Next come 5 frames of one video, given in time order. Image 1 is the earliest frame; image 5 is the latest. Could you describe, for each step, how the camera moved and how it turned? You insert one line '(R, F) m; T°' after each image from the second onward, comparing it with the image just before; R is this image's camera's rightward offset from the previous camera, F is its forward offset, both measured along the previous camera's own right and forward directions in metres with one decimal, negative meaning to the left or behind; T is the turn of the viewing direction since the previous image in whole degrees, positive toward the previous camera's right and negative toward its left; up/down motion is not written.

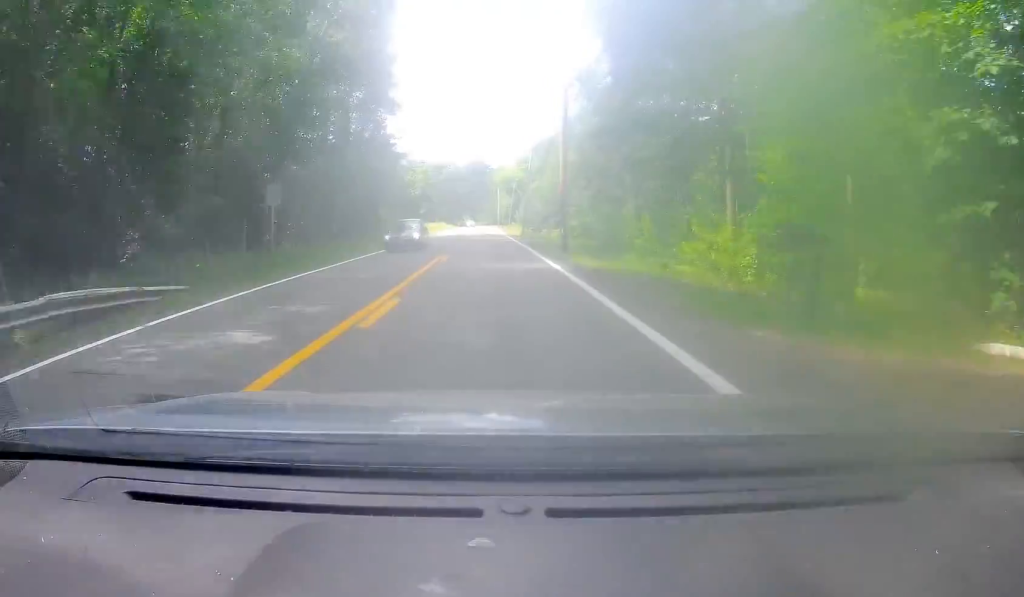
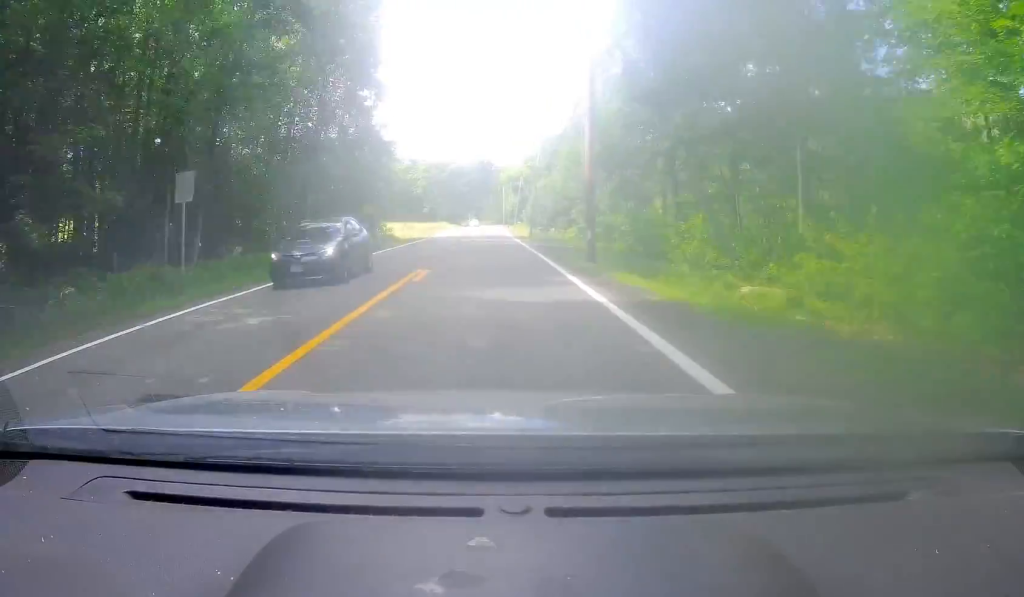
(0.0, +8.4) m; 0°
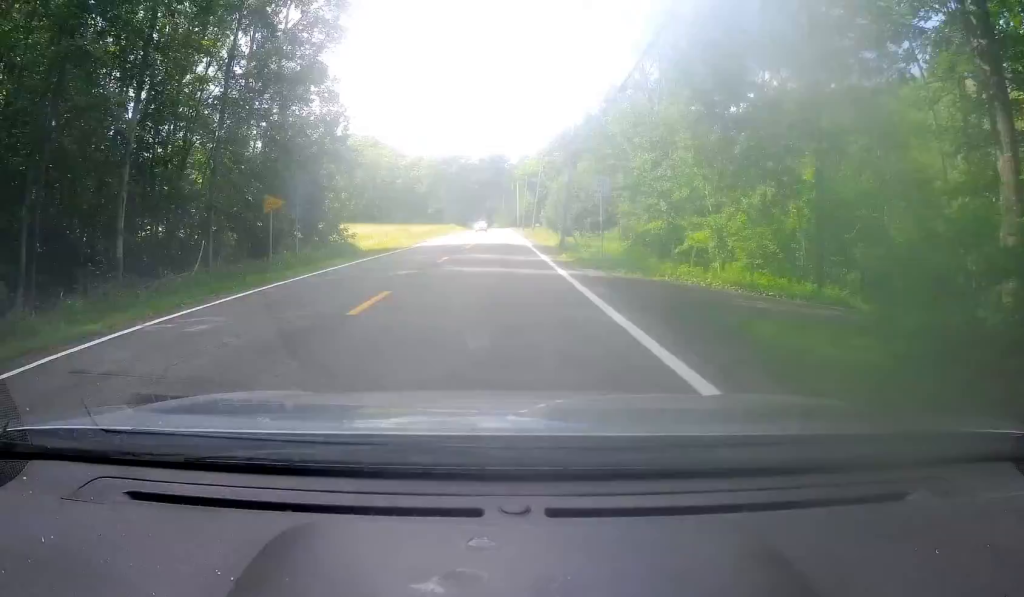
(-0.2, +20.1) m; -1°
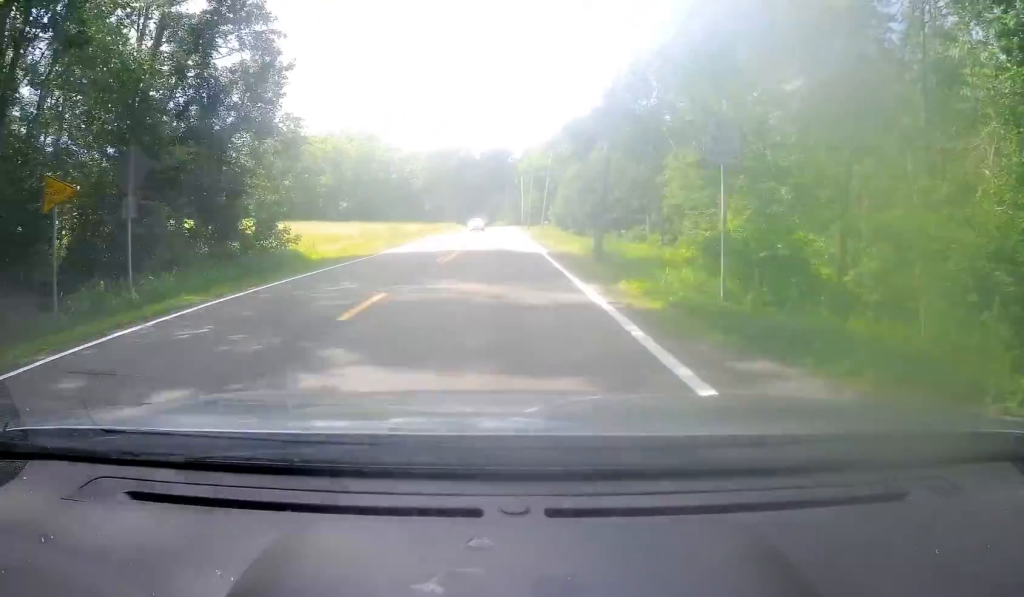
(-0.1, +13.2) m; 0°
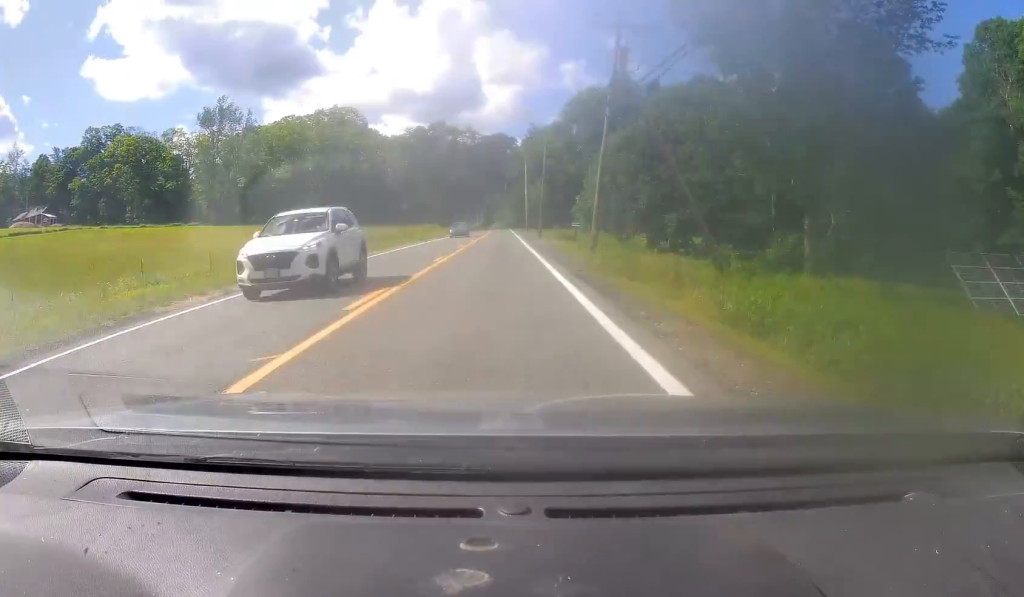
(-0.1, +35.0) m; 0°
